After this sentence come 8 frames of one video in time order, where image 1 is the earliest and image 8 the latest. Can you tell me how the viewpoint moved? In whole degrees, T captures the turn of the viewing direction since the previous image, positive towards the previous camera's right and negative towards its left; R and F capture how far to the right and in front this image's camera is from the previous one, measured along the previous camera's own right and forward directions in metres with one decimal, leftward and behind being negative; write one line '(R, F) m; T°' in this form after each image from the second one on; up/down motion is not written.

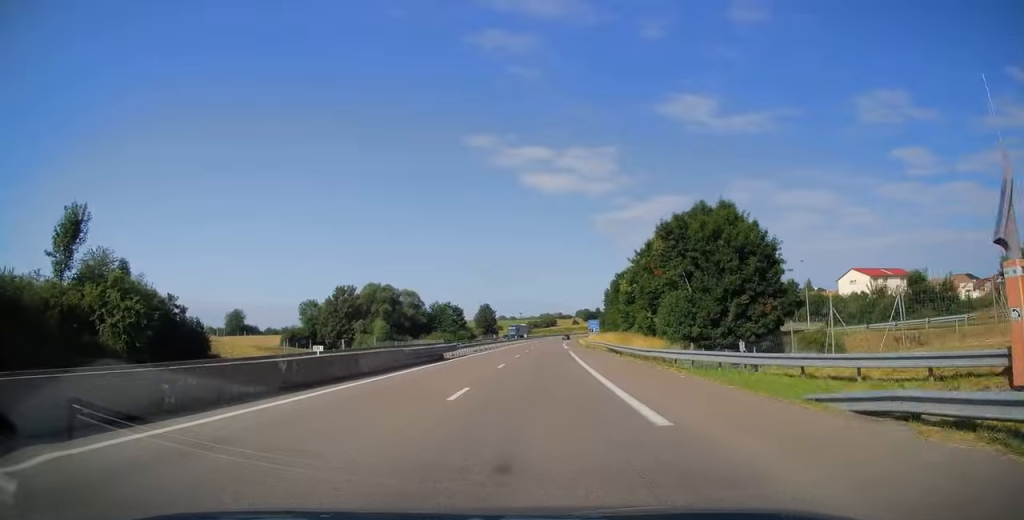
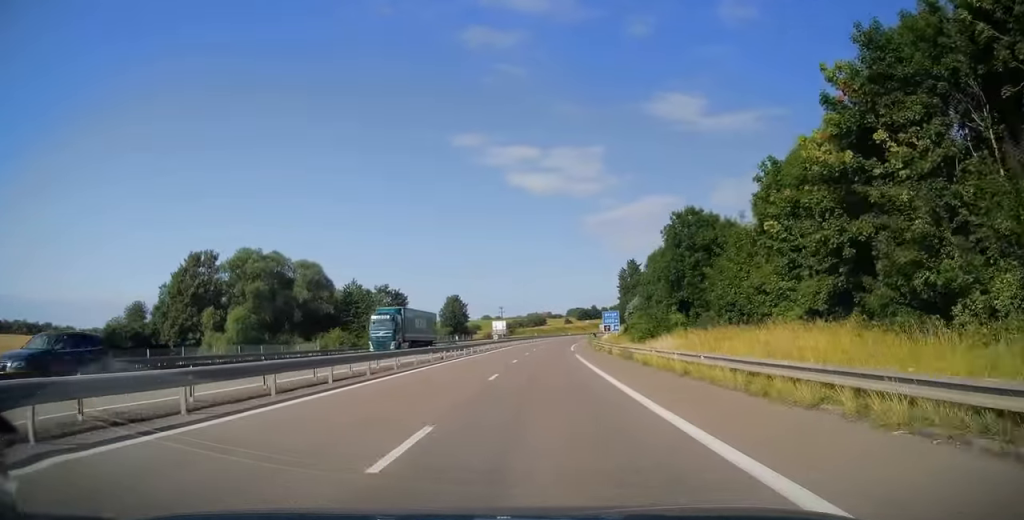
(+0.6, +58.8) m; +2°
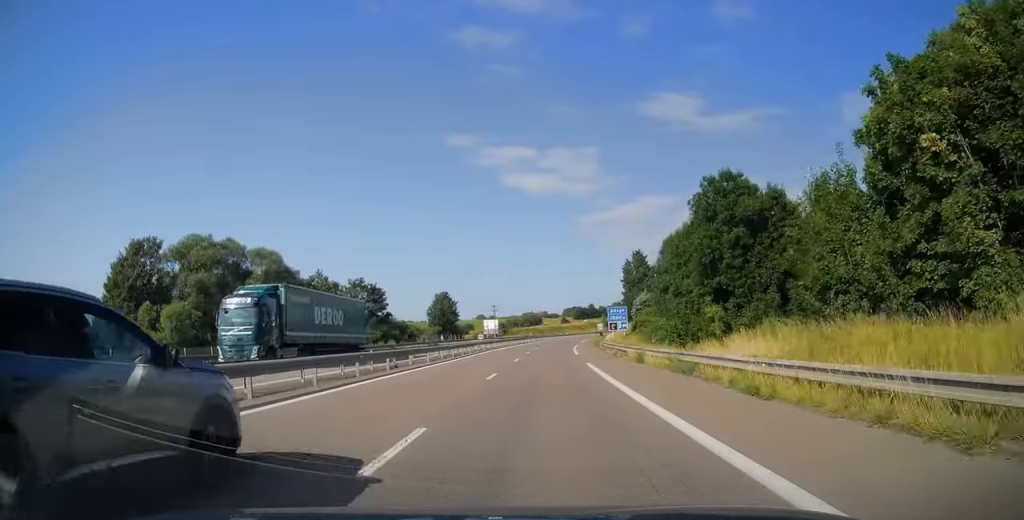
(+0.2, +13.1) m; 0°
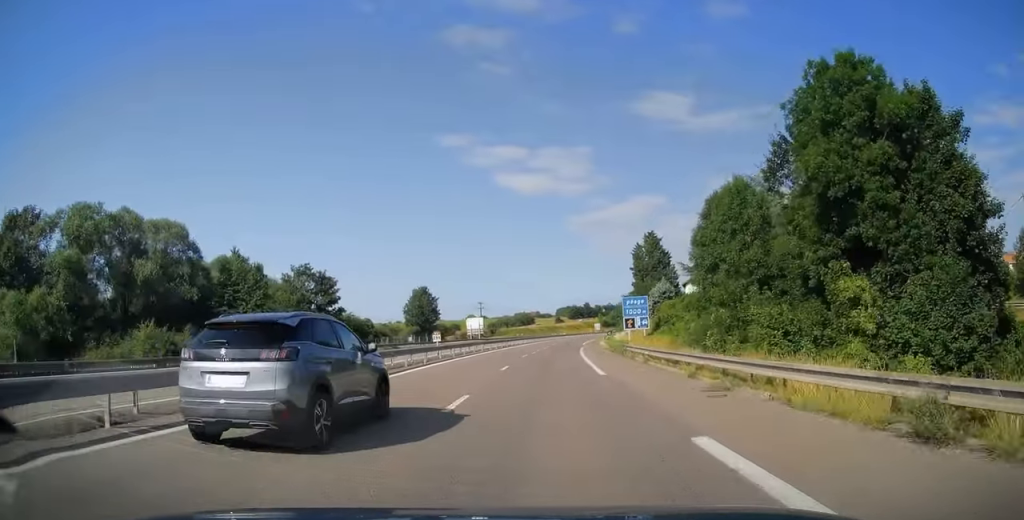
(0.0, +20.9) m; 0°
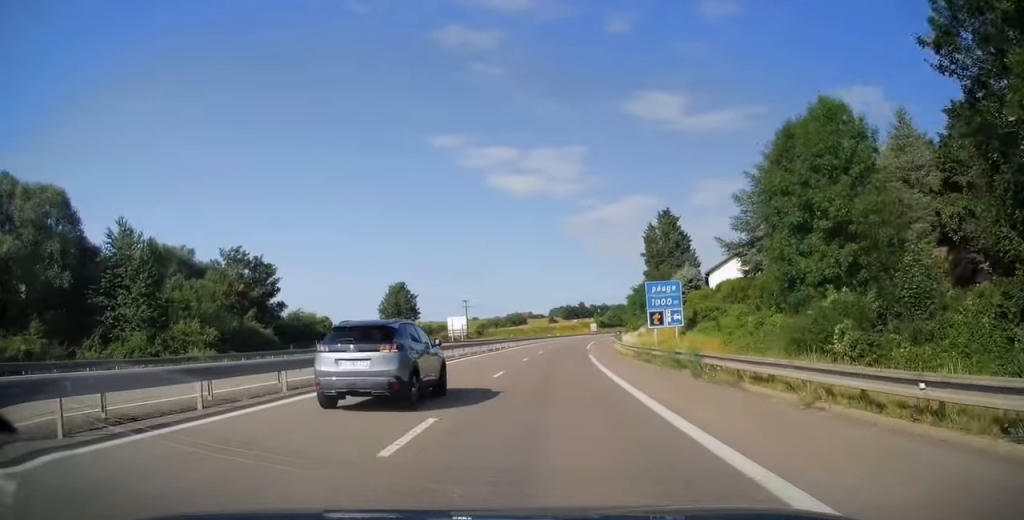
(-0.1, +17.1) m; +1°
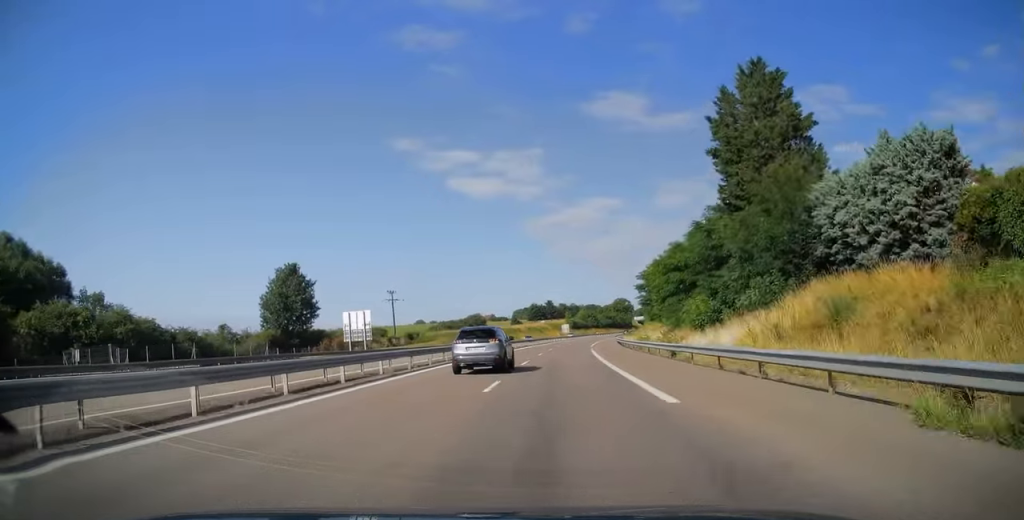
(+1.6, +44.4) m; +4°
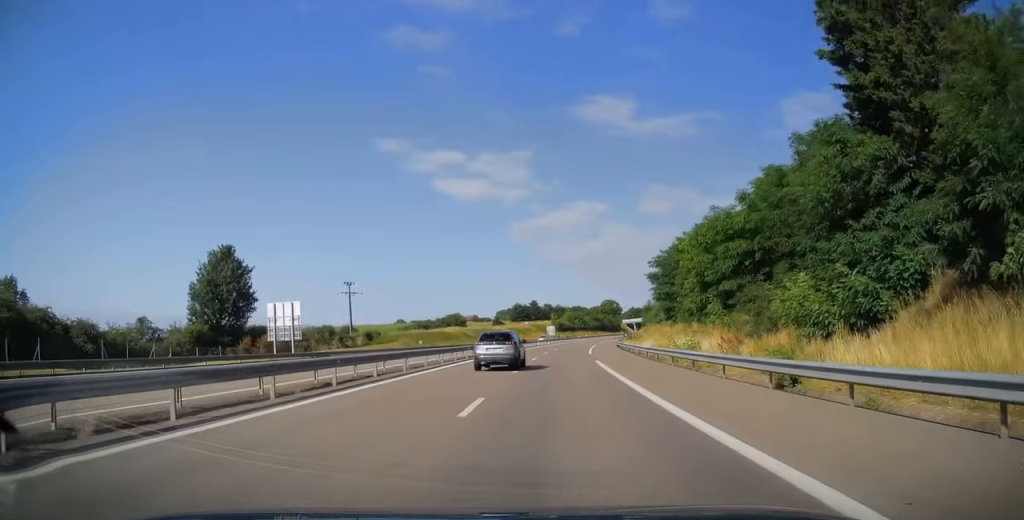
(+0.2, +16.6) m; +1°
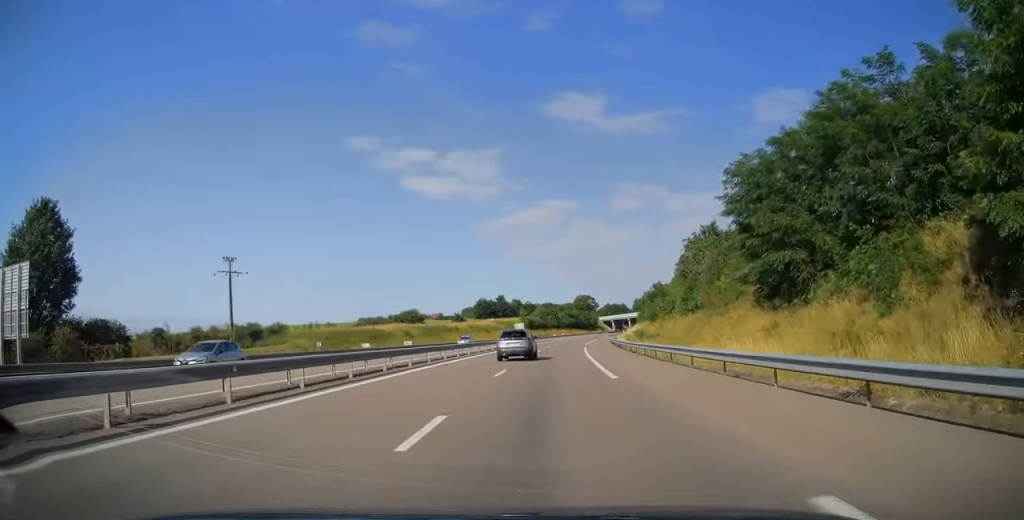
(+0.3, +29.3) m; +2°
